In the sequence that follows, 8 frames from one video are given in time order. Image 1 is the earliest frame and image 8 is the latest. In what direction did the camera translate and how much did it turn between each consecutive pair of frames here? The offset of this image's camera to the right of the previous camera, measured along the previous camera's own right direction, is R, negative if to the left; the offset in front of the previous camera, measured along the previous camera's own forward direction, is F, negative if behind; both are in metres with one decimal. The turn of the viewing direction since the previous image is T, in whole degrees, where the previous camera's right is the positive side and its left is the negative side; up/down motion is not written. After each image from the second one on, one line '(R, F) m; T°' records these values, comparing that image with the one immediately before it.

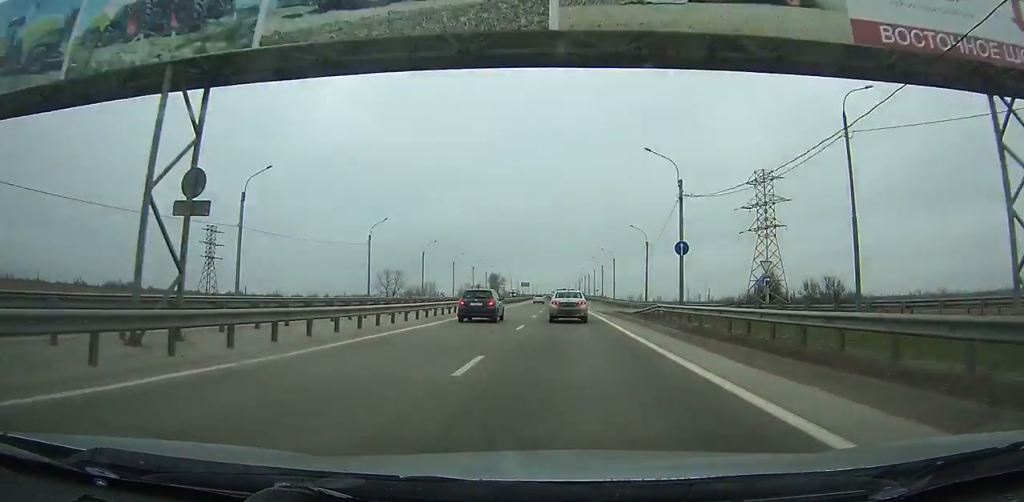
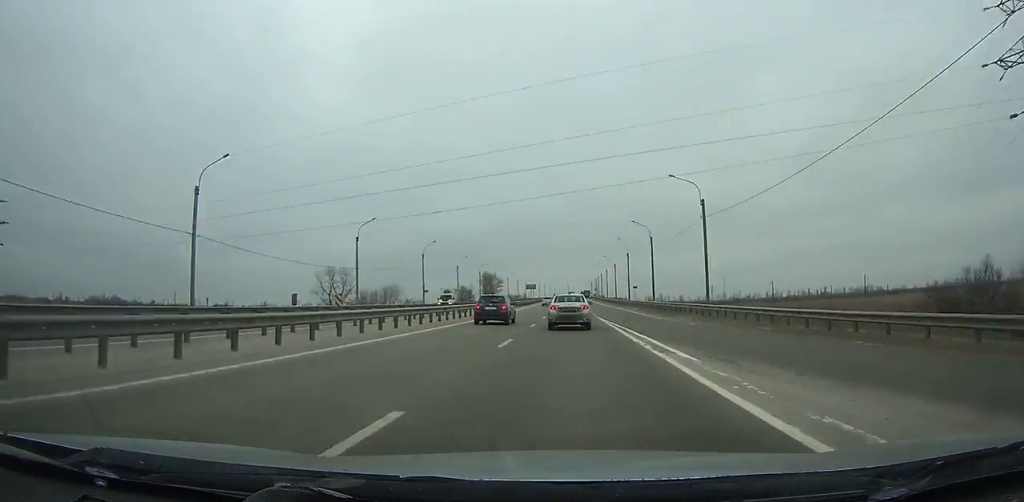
(-0.5, +64.0) m; -1°
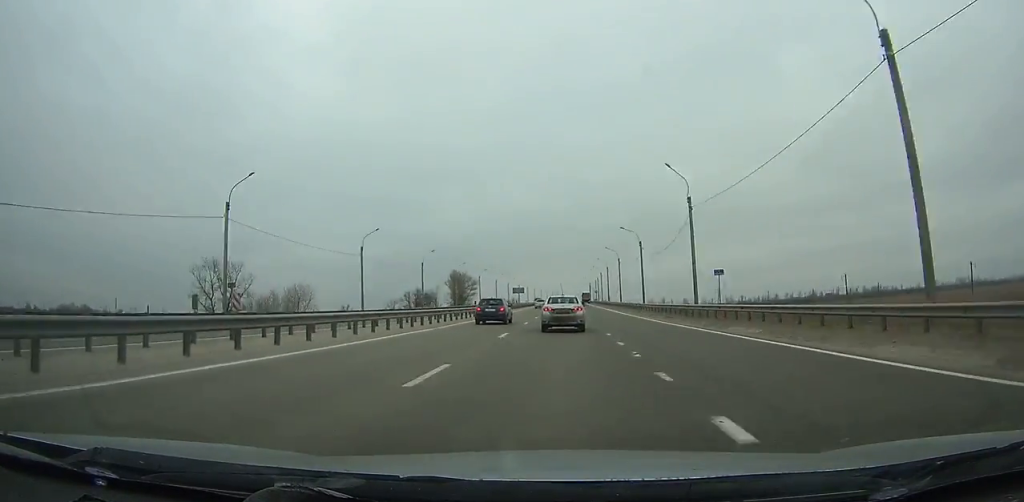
(-0.2, +54.2) m; 0°
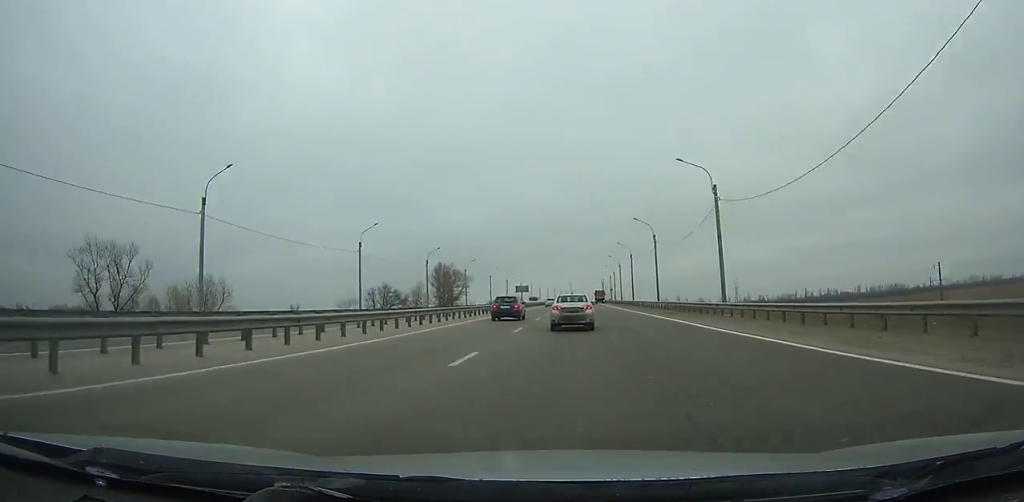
(-0.2, +33.7) m; 0°
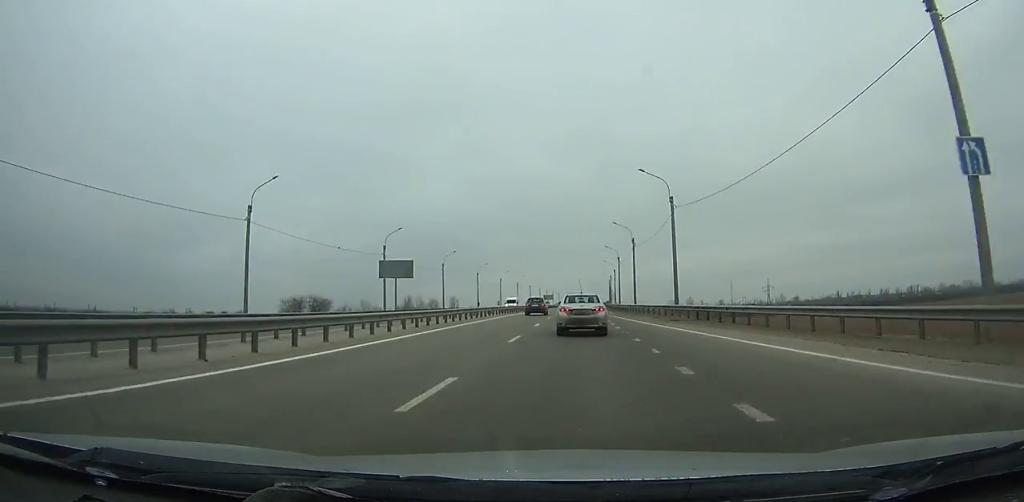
(+3.3, +171.3) m; +3°
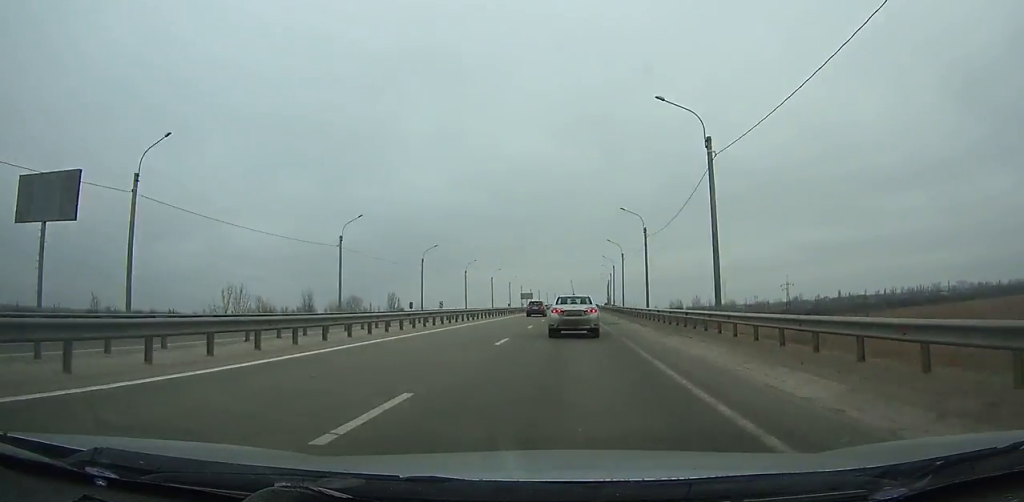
(+0.8, +69.7) m; +1°
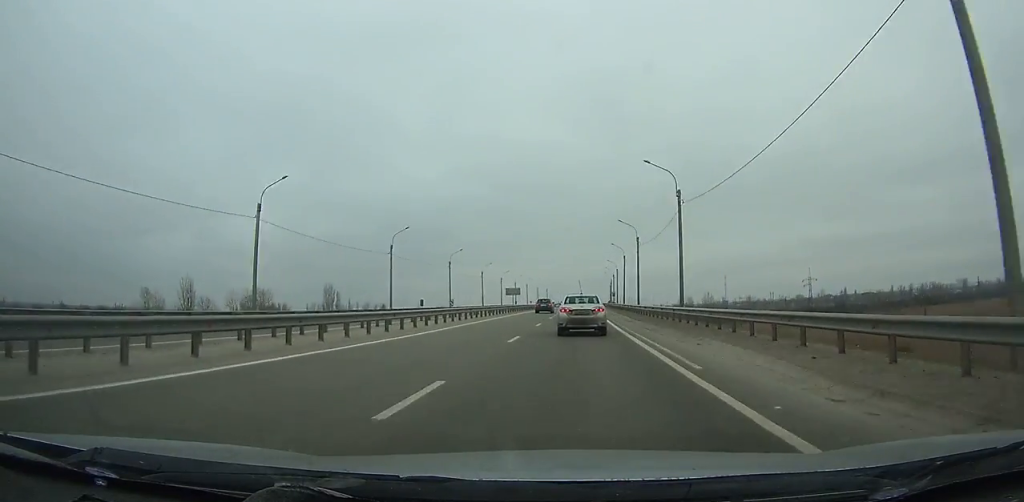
(+0.3, +46.2) m; +1°
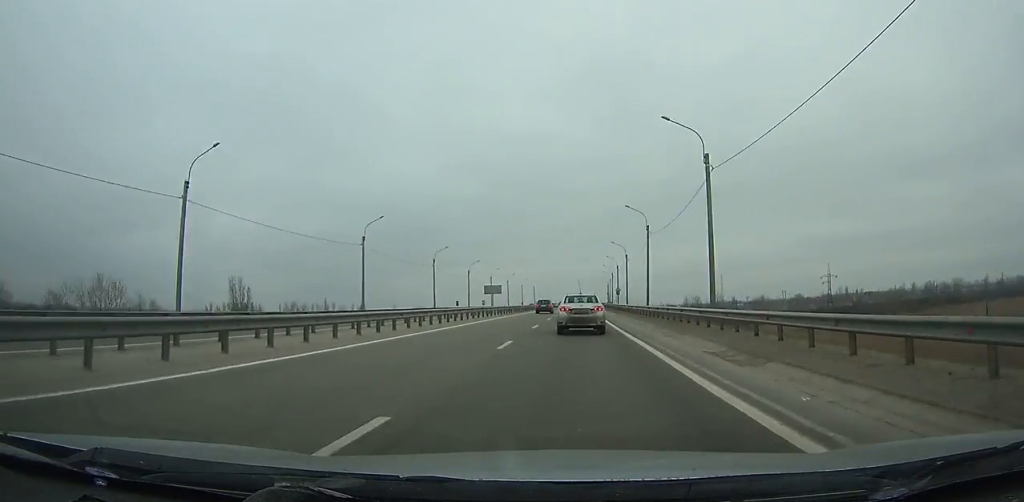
(+0.1, +37.8) m; +1°
